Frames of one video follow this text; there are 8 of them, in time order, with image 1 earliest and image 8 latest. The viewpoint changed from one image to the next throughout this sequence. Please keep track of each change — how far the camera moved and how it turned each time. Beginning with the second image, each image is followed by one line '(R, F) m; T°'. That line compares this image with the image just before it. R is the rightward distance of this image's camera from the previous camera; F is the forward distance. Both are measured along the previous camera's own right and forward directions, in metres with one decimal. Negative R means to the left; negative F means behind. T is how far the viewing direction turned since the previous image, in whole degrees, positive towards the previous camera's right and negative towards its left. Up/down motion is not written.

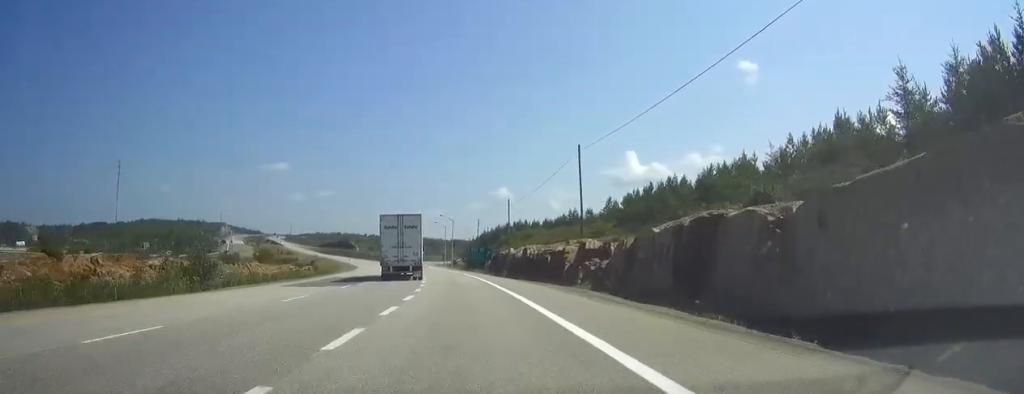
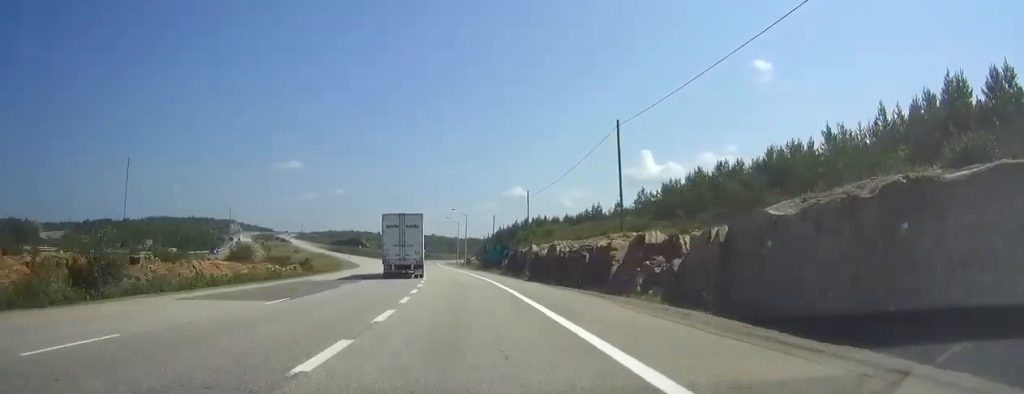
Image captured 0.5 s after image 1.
(-0.2, +14.0) m; -1°
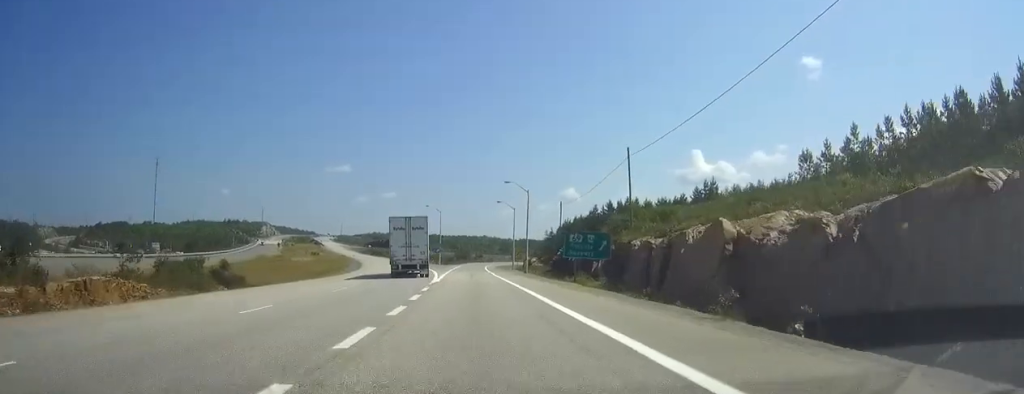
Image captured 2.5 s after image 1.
(-2.1, +51.3) m; -5°
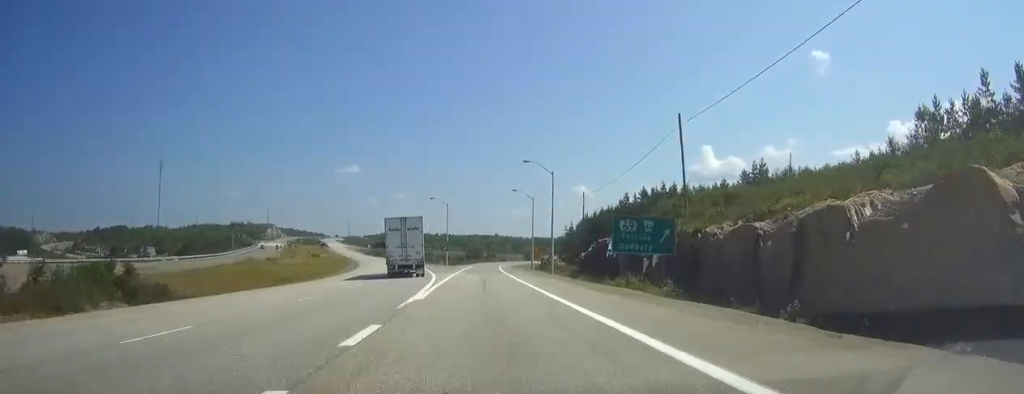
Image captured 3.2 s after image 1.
(-0.2, +17.5) m; -1°
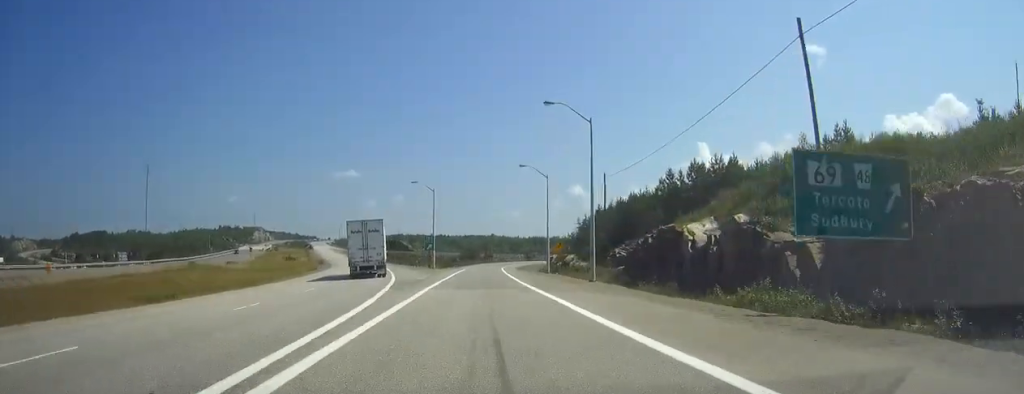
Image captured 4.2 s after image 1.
(-0.4, +27.2) m; -1°
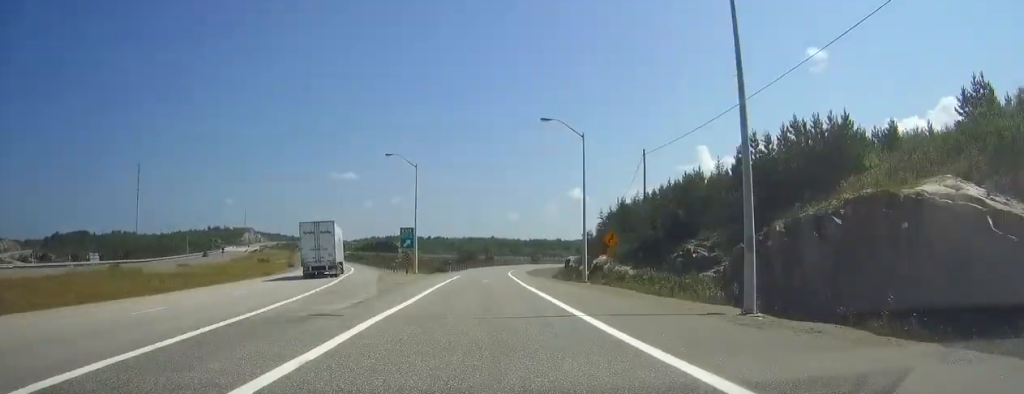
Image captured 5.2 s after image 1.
(-0.1, +26.4) m; 0°
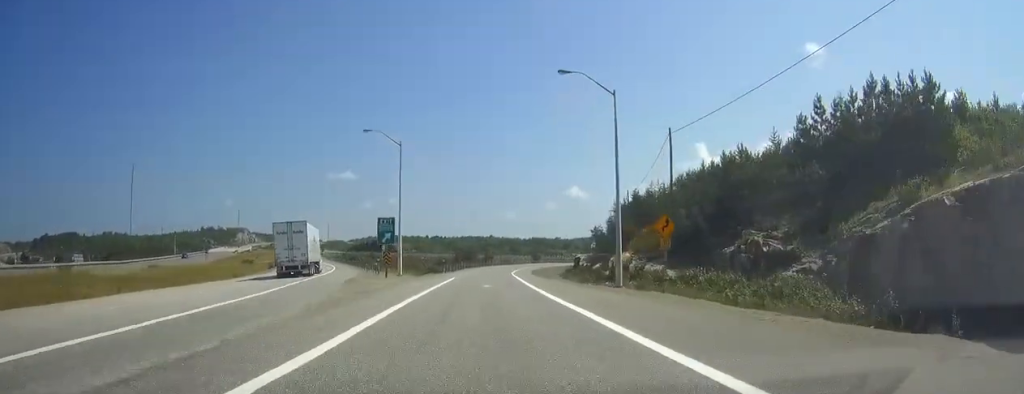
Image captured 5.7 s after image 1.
(+0.1, +12.4) m; 0°
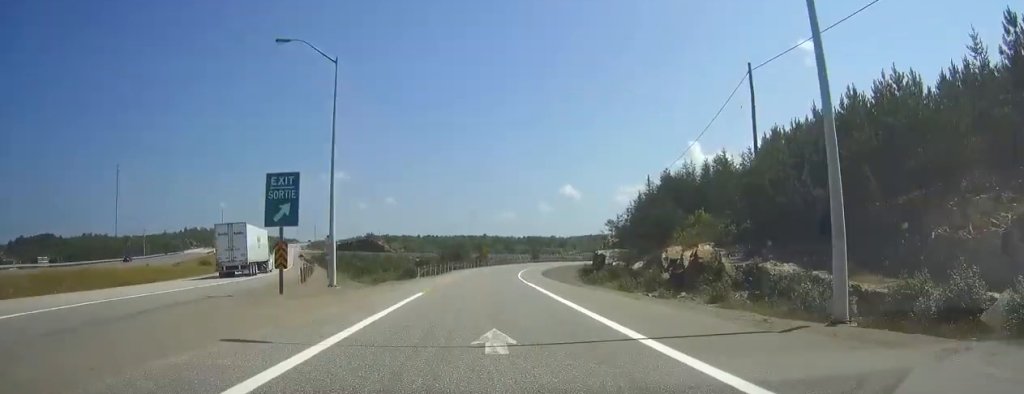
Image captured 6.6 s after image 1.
(0.0, +23.8) m; 0°
